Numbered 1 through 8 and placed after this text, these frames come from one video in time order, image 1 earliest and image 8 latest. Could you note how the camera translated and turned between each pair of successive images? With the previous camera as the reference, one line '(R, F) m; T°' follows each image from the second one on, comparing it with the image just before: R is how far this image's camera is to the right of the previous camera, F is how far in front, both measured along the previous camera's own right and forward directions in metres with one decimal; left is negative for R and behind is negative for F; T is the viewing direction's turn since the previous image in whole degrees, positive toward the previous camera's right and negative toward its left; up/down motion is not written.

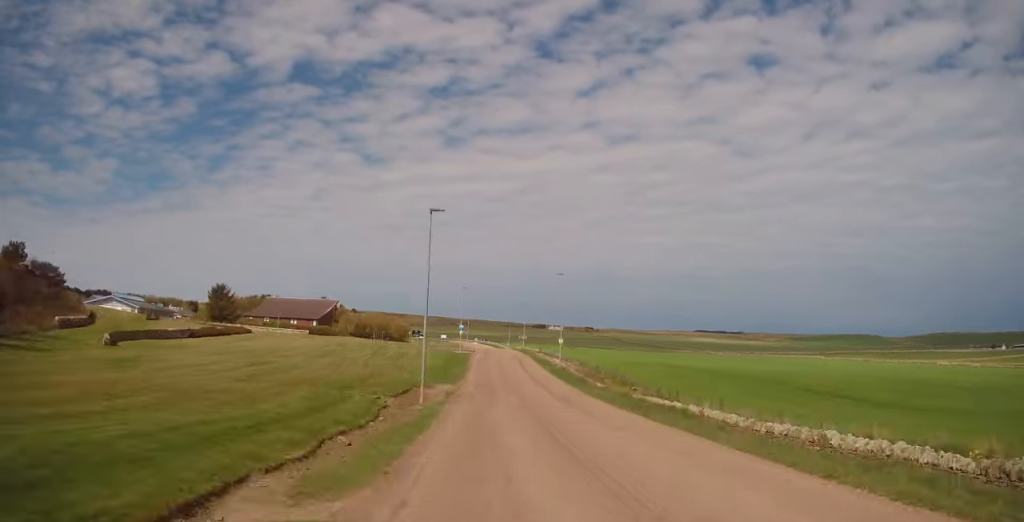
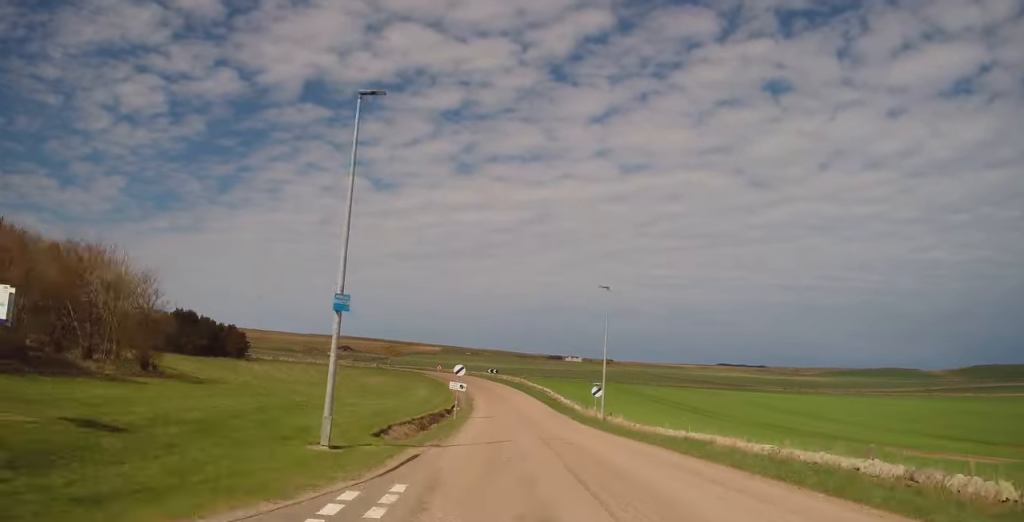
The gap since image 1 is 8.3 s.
(+6.5, +122.6) m; 0°
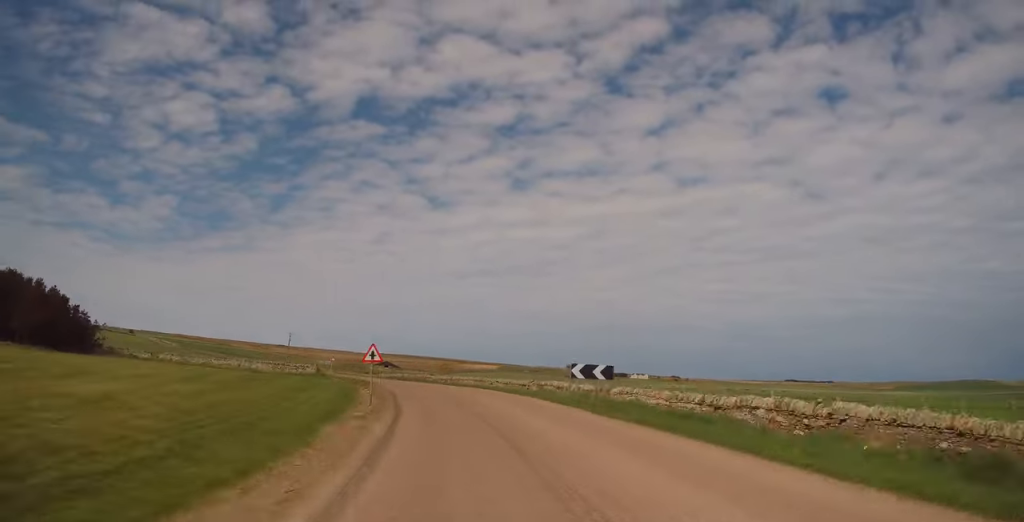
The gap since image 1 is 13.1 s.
(-7.3, +76.2) m; -13°
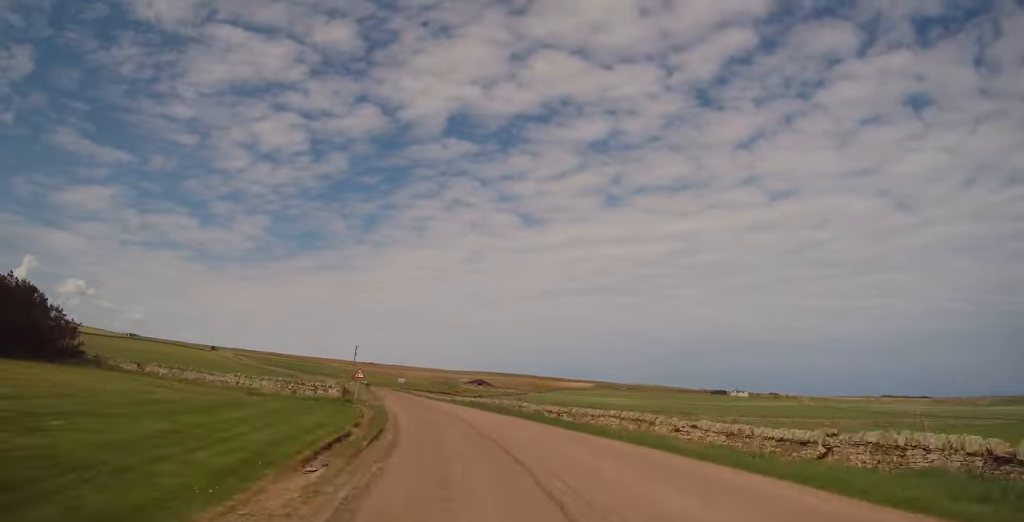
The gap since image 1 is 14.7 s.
(+0.3, +26.4) m; -4°
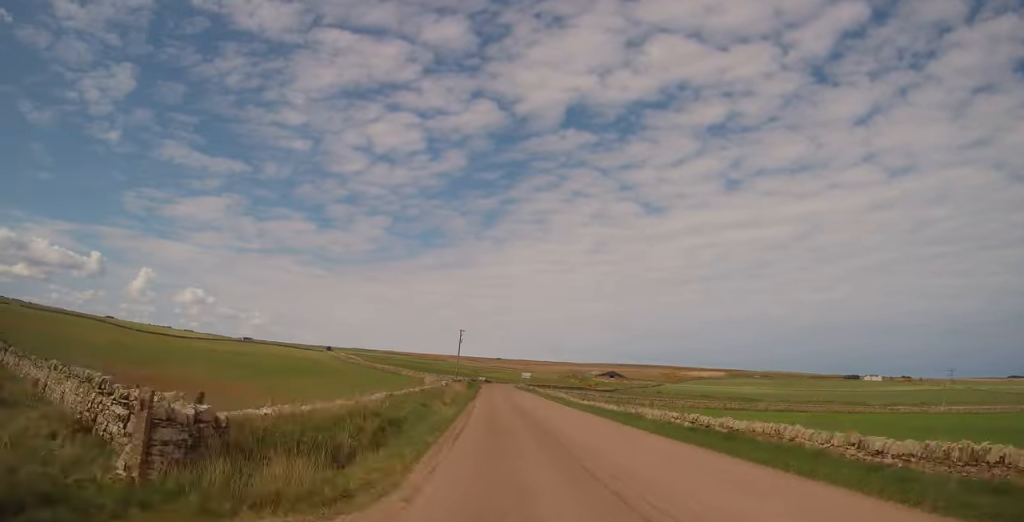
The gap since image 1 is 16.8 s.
(-3.7, +36.8) m; -4°
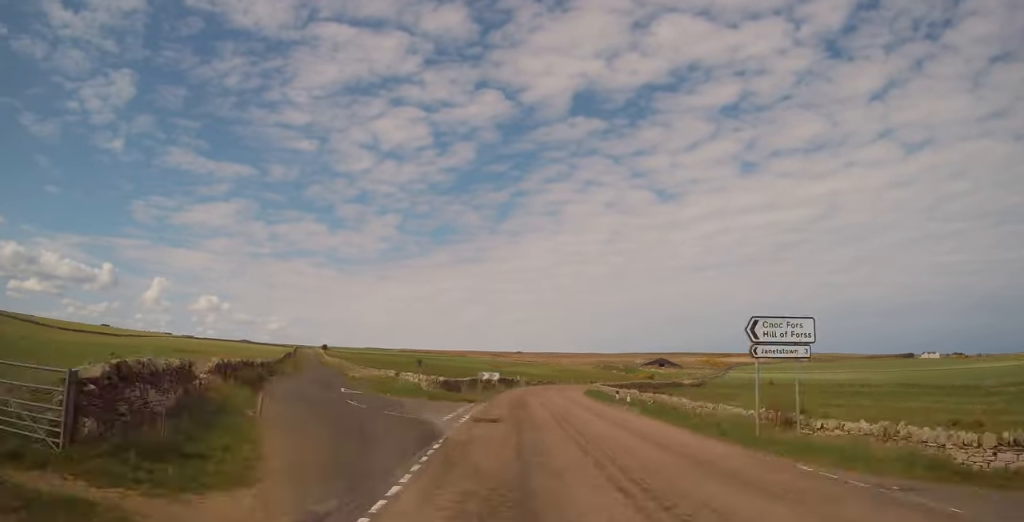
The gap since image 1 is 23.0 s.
(-5.1, +108.4) m; +1°
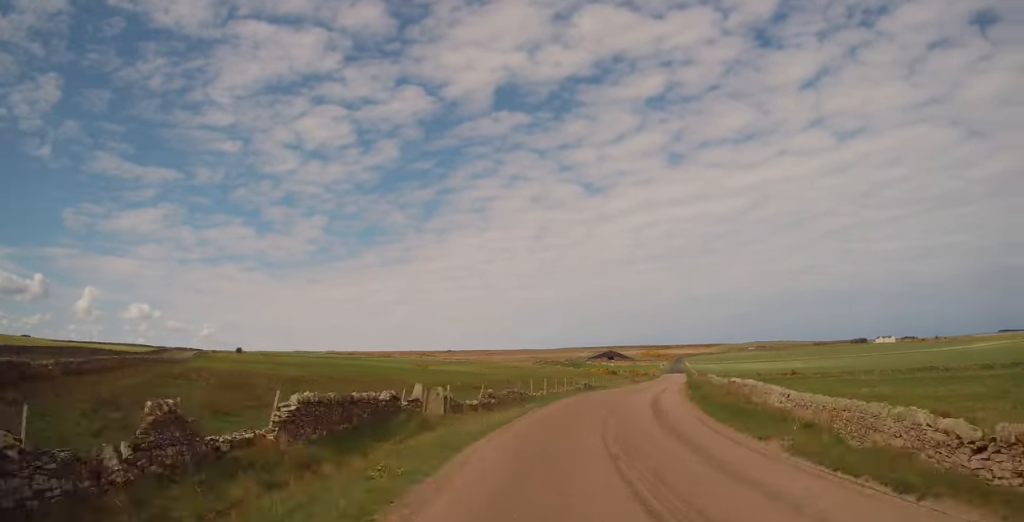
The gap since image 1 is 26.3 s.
(+2.1, +60.4) m; +9°
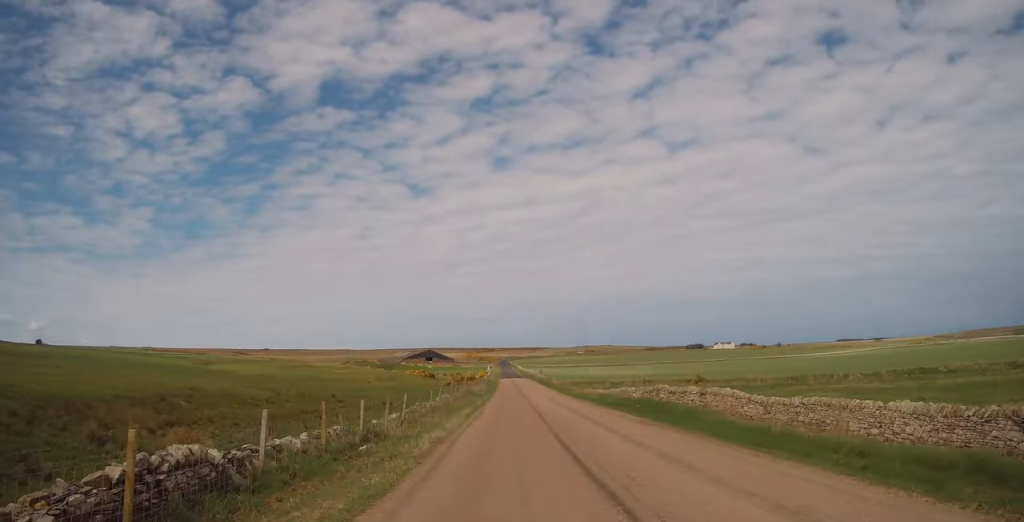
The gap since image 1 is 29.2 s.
(+6.4, +53.8) m; +6°
